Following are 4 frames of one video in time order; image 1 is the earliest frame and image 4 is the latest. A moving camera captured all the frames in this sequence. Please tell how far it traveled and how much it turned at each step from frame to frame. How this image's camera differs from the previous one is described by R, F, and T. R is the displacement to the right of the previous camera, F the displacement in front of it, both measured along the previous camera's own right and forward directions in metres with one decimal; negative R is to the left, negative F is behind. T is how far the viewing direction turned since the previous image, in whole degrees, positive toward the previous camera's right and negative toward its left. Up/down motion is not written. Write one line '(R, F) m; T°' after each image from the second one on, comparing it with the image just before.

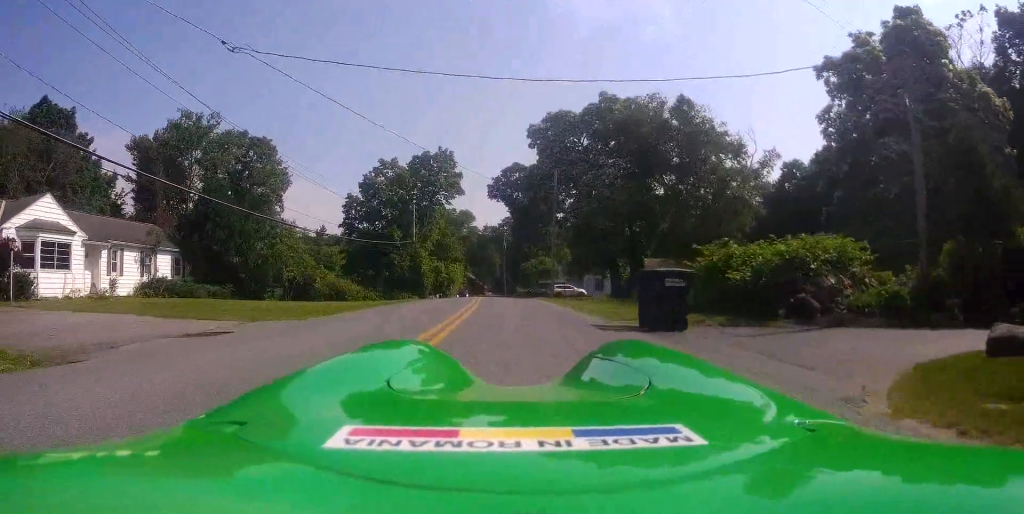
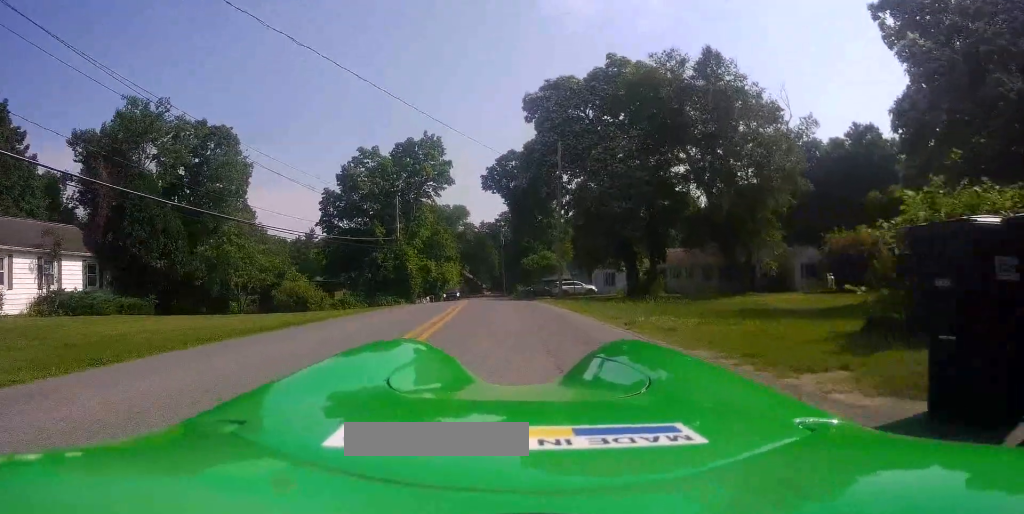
(-1.6, +7.3) m; +4°
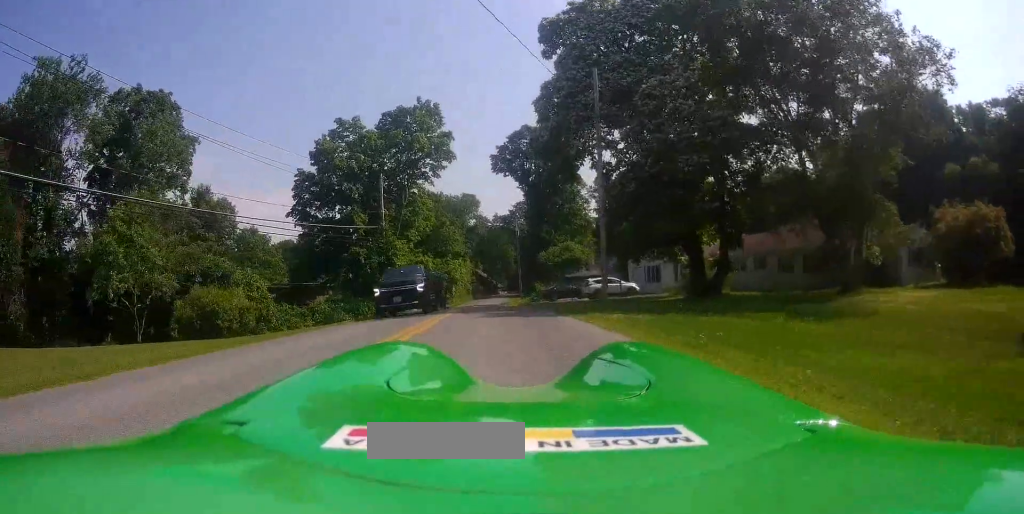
(+5.3, +12.1) m; +22°
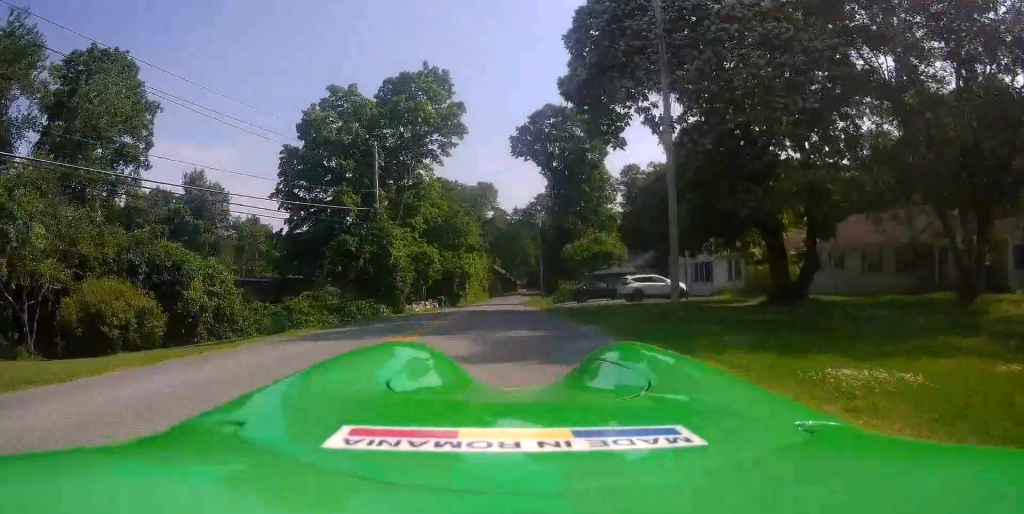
(-1.5, +9.4) m; -22°
